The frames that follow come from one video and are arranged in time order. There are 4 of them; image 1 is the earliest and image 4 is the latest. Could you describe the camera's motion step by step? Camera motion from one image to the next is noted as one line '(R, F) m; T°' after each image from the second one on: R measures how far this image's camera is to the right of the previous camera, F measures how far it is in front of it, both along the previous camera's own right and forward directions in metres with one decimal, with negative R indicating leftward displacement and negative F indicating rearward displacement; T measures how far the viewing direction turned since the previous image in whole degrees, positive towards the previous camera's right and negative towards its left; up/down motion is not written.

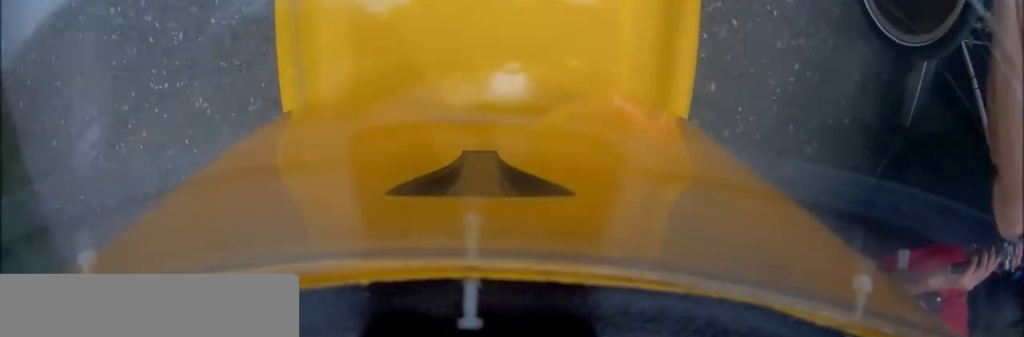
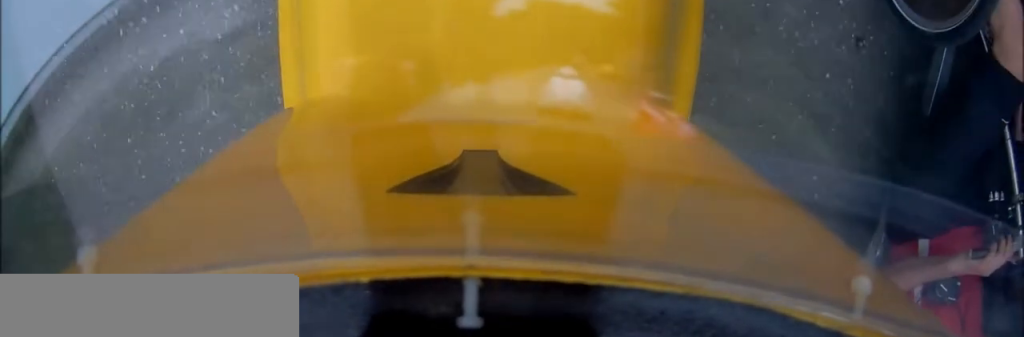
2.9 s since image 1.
(+0.4, +9.9) m; +11°
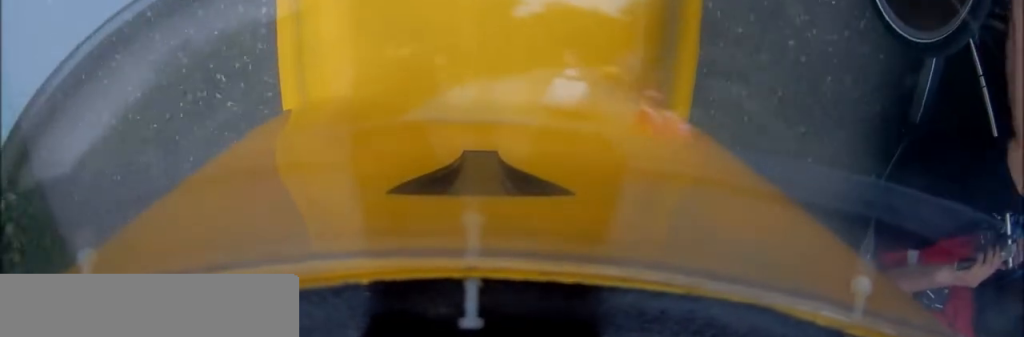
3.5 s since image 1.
(0.0, +2.3) m; +4°
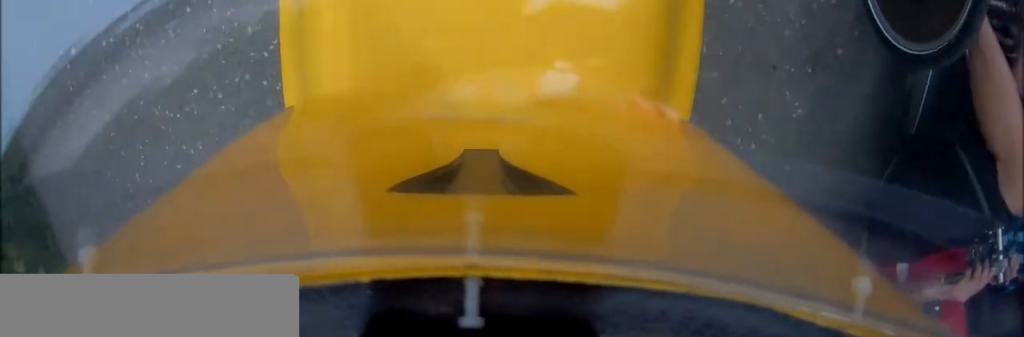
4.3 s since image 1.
(+0.3, +2.7) m; -1°
